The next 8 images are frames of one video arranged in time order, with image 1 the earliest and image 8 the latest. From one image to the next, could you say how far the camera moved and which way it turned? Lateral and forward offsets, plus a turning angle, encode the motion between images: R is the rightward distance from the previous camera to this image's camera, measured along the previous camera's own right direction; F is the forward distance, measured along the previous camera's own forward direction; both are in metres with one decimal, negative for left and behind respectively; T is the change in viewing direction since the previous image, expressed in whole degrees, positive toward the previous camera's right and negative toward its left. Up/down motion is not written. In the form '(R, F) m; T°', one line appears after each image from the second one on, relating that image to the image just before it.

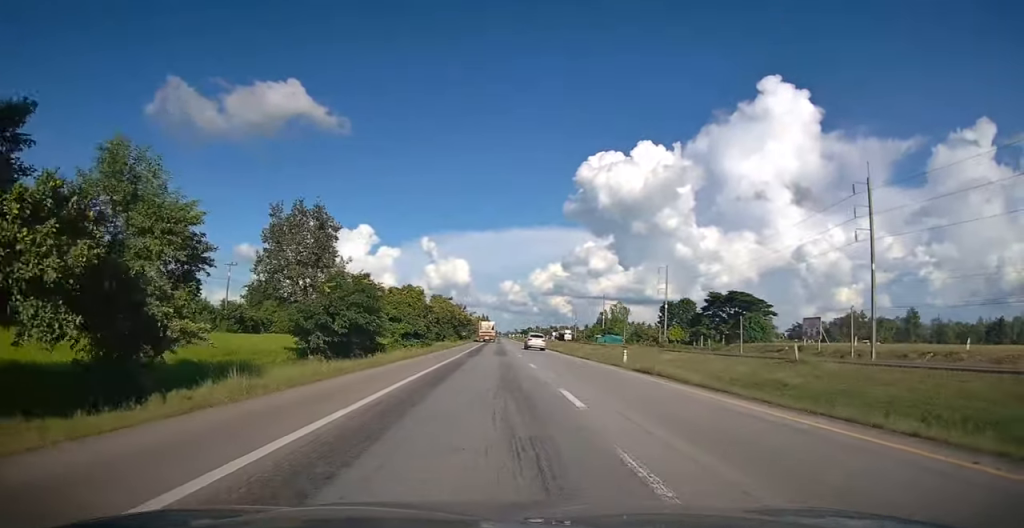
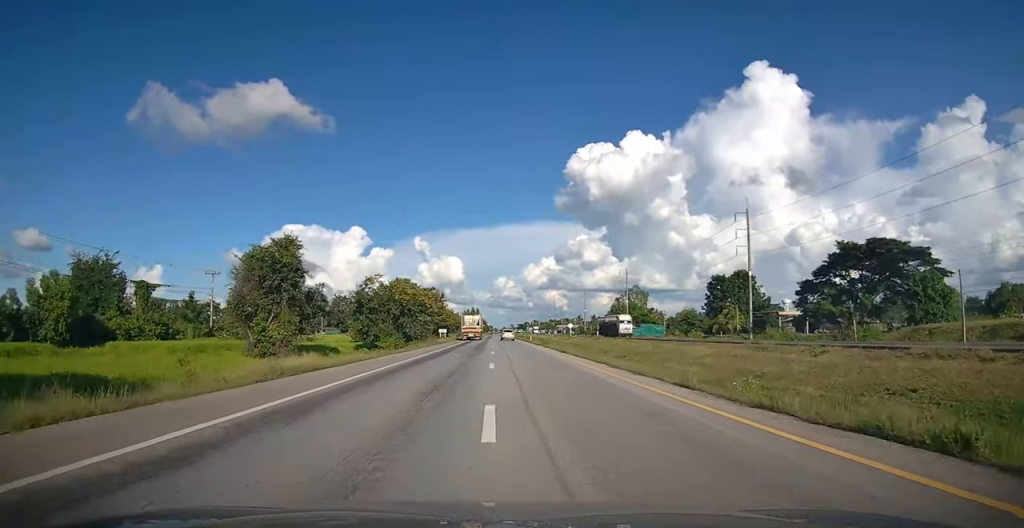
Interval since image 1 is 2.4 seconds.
(+0.9, +51.1) m; +1°
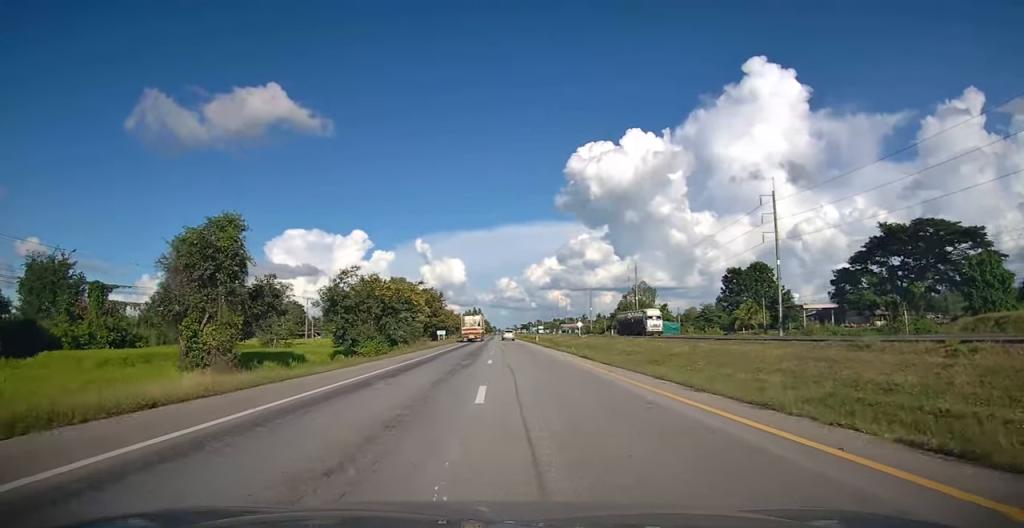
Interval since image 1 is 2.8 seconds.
(0.0, +8.8) m; 0°
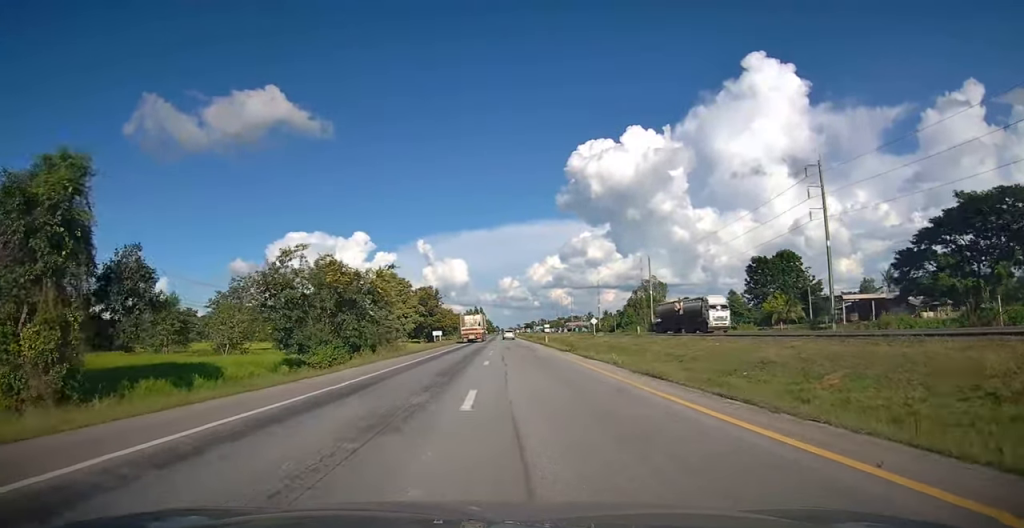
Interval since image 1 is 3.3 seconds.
(-0.2, +12.5) m; -1°
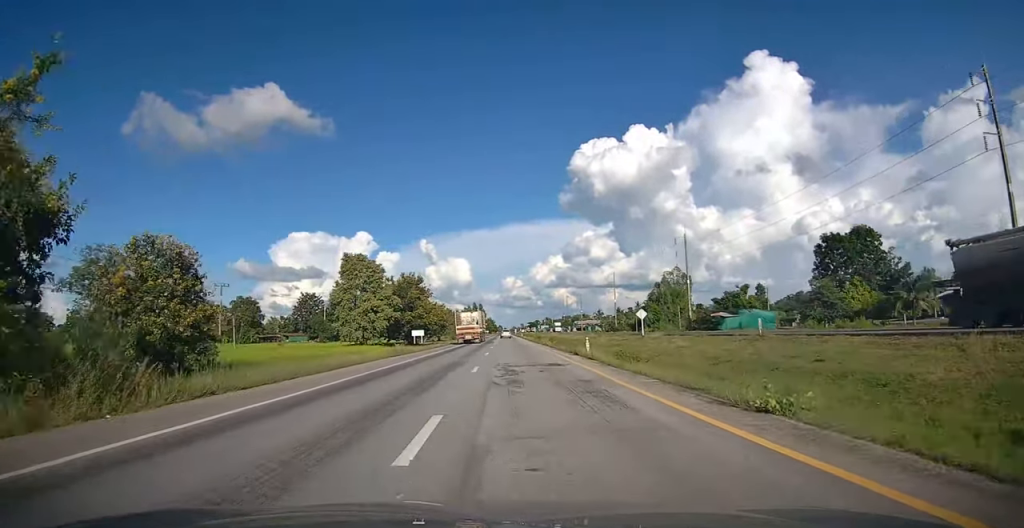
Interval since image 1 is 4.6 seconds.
(-0.2, +27.3) m; 0°
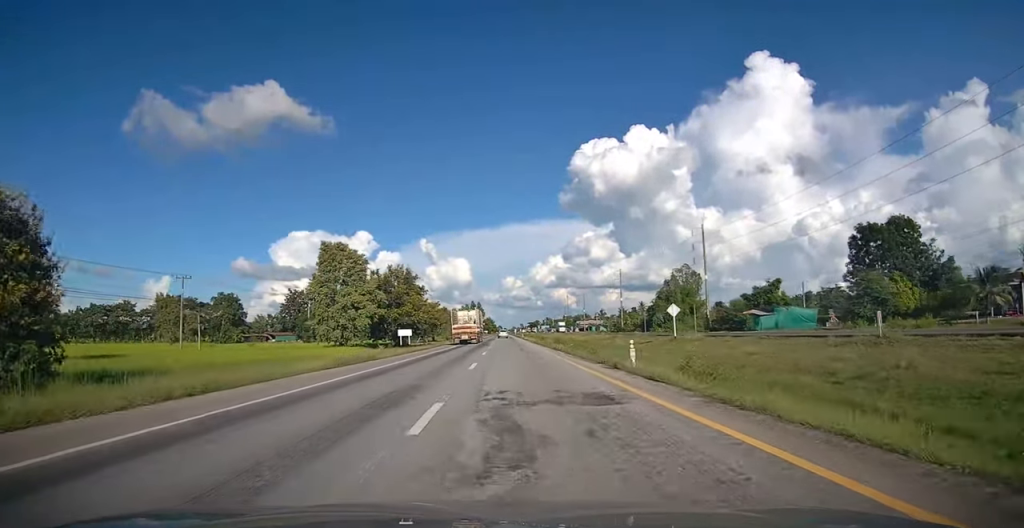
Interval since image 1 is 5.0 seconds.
(+0.1, +10.9) m; 0°
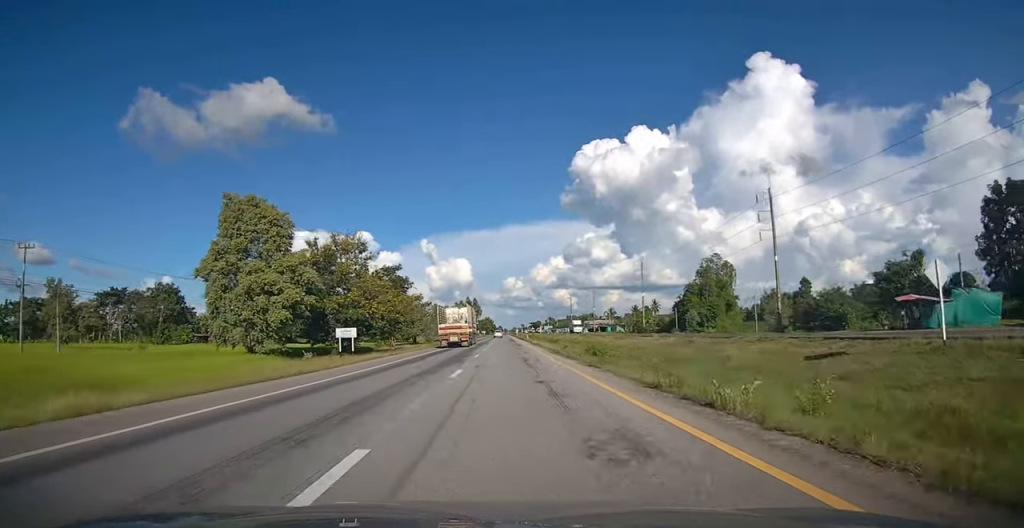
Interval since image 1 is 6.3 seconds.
(-0.1, +28.0) m; -1°
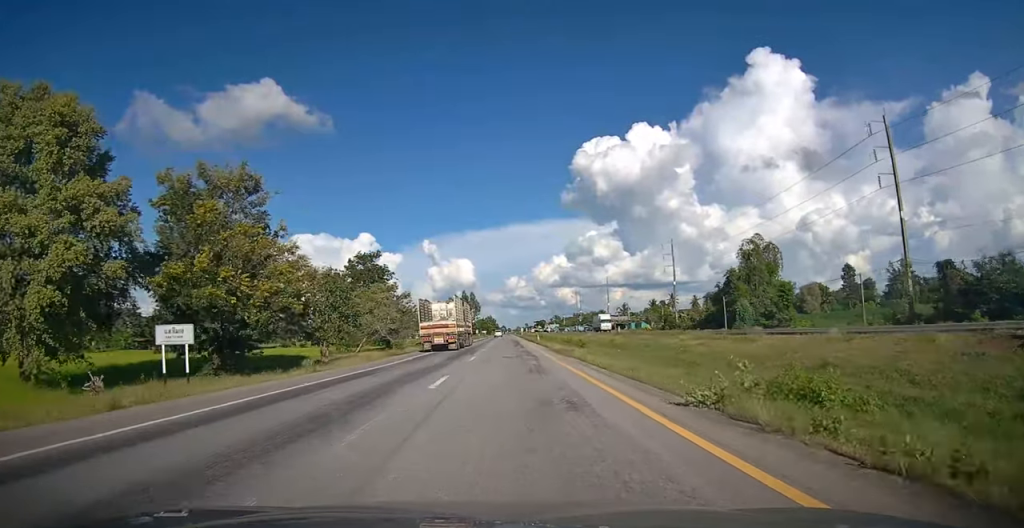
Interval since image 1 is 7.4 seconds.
(-0.2, +26.4) m; 0°
